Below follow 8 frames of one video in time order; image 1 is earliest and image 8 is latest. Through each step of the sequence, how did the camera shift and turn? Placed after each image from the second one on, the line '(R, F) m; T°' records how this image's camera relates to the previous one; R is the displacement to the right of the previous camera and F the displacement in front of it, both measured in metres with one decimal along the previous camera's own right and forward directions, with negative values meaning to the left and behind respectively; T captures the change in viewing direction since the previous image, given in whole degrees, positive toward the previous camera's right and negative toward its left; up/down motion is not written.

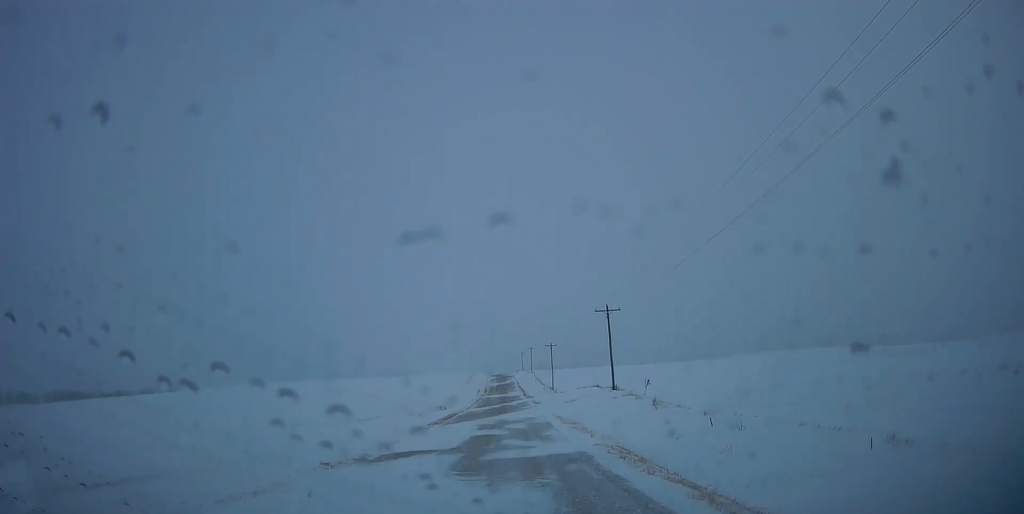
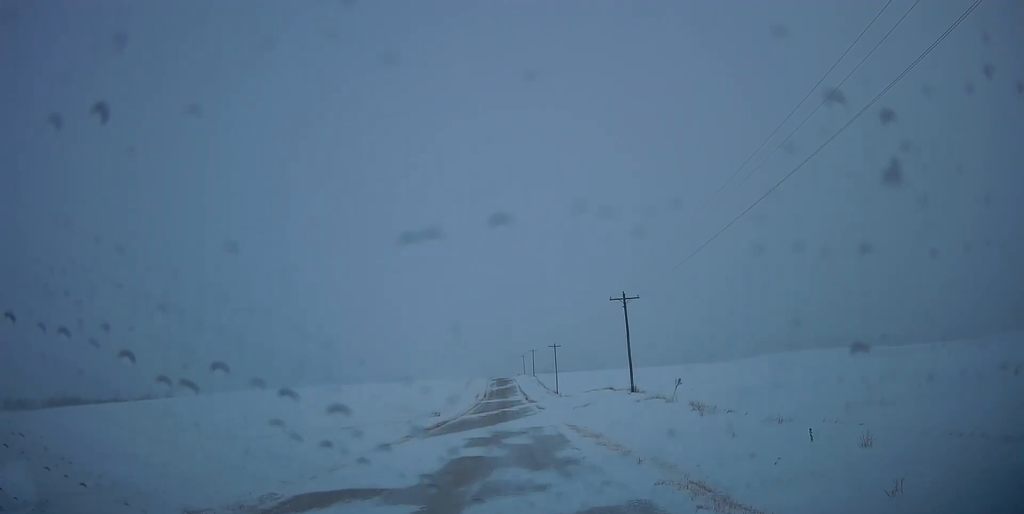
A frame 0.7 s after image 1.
(0.0, +8.3) m; +1°
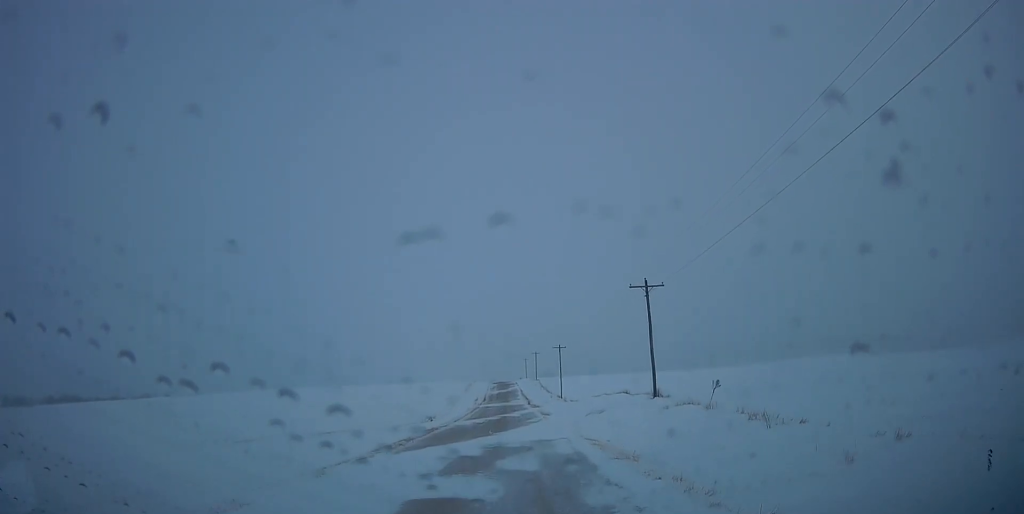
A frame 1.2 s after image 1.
(+0.2, +7.2) m; 0°
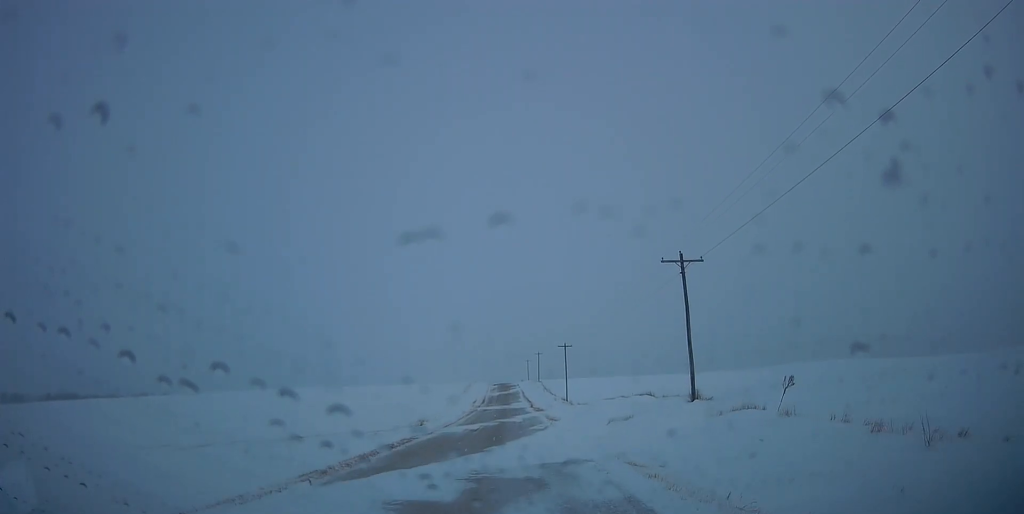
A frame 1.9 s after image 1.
(-0.1, +8.5) m; -1°
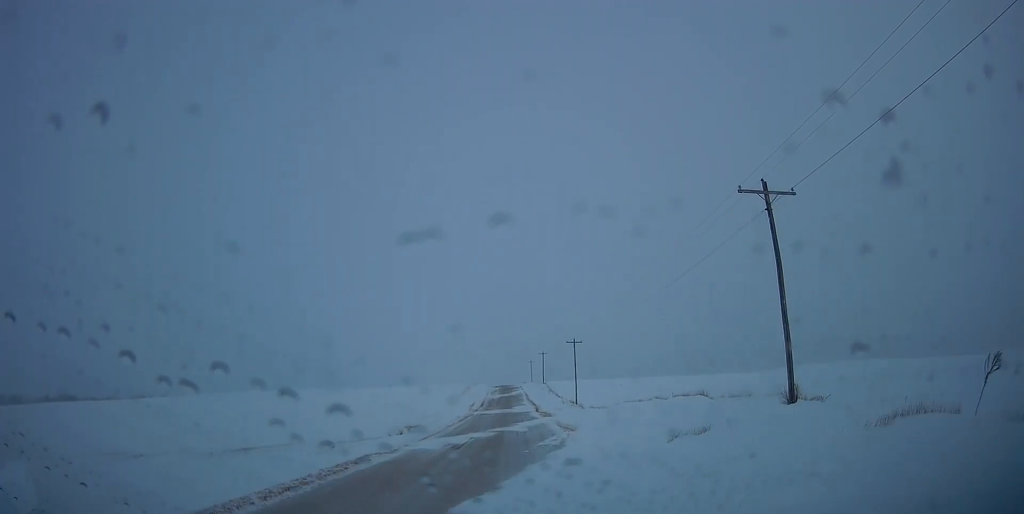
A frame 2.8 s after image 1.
(-0.2, +11.5) m; -1°
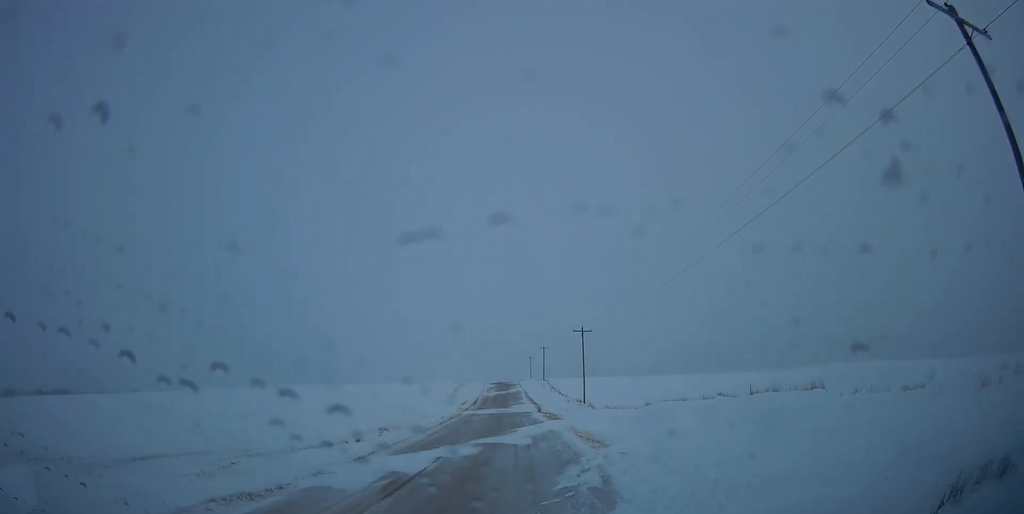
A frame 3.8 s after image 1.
(0.0, +12.4) m; 0°
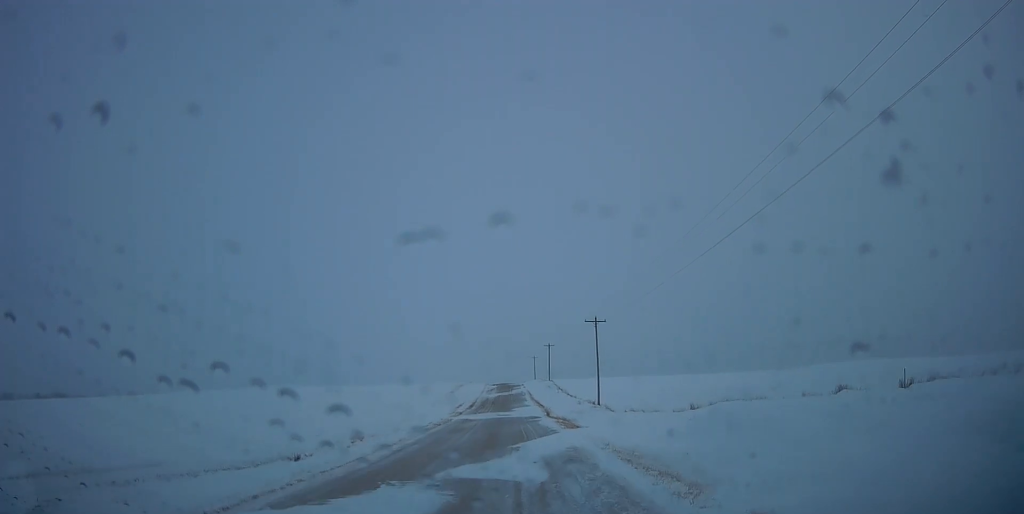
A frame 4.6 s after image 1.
(0.0, +10.4) m; 0°
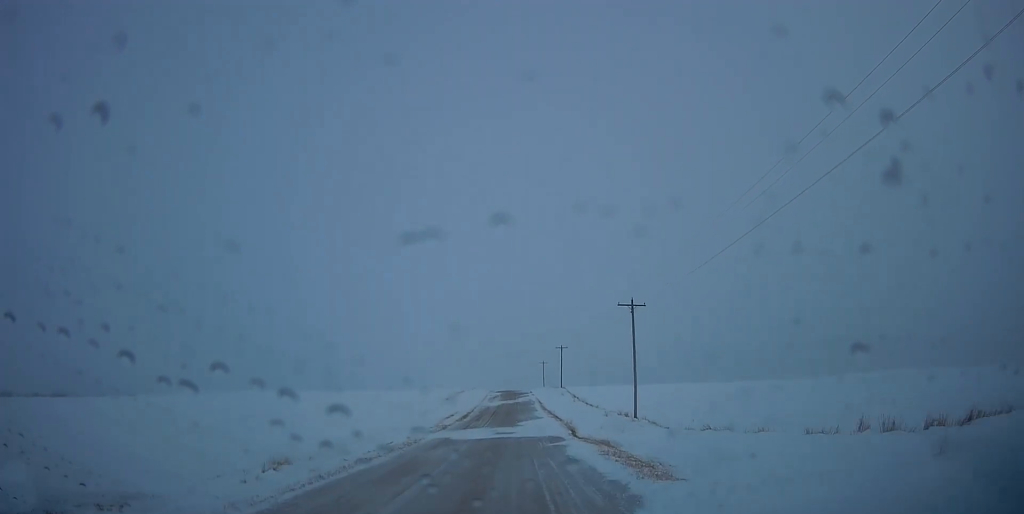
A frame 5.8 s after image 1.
(0.0, +17.0) m; 0°
